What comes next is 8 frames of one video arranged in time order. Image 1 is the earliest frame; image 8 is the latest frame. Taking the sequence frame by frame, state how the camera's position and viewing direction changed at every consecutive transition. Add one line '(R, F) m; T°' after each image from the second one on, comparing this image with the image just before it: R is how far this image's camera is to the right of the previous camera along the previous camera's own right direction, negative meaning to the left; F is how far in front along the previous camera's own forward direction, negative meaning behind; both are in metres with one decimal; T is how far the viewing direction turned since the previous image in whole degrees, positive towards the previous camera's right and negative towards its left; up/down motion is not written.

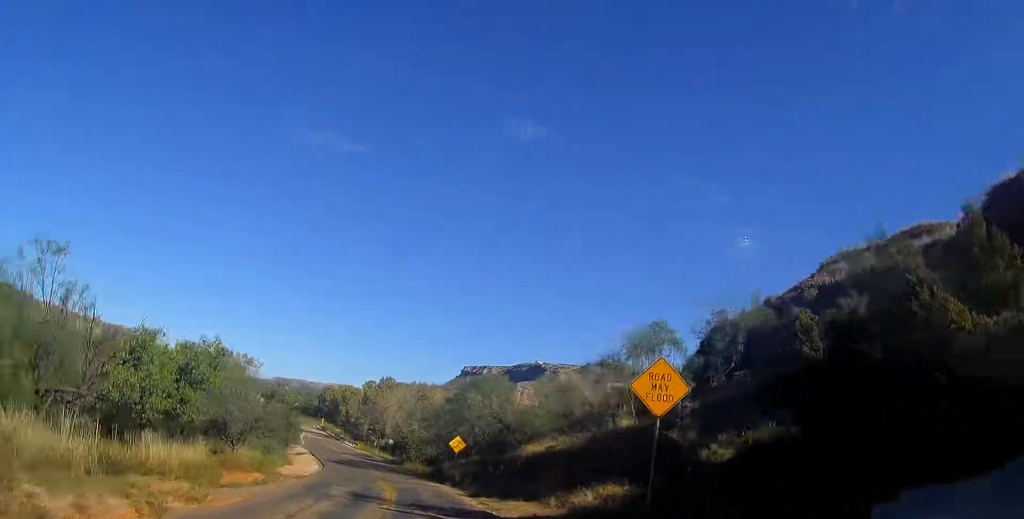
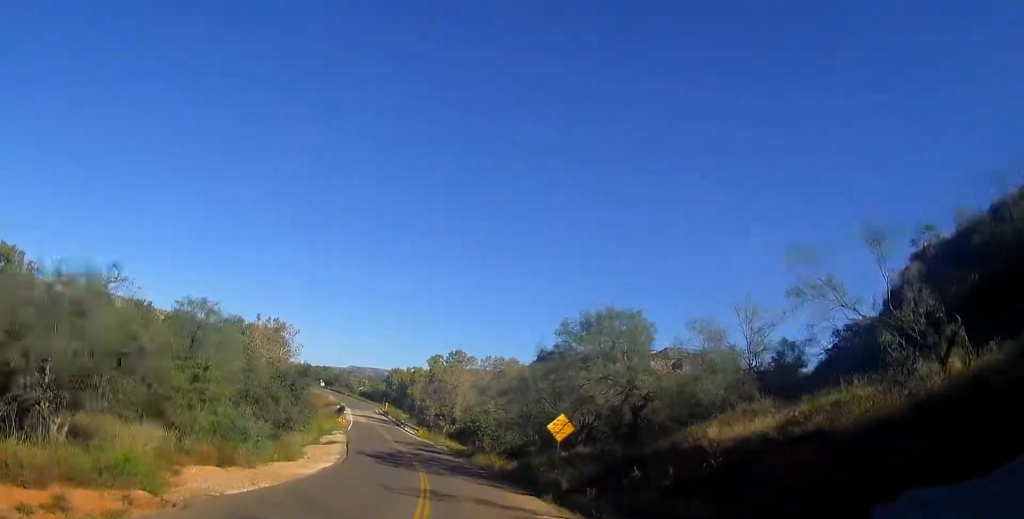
(-0.8, +18.9) m; -4°
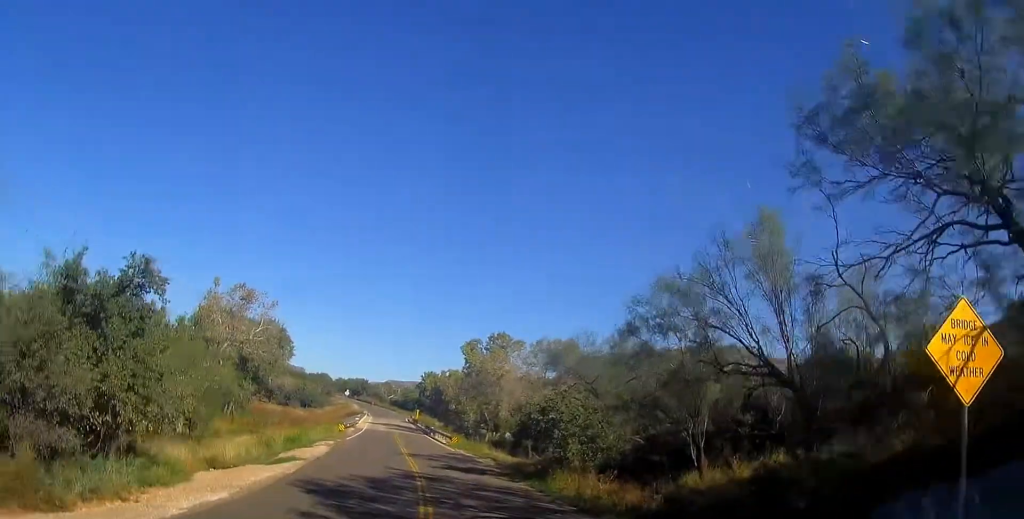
(-1.0, +21.0) m; -7°
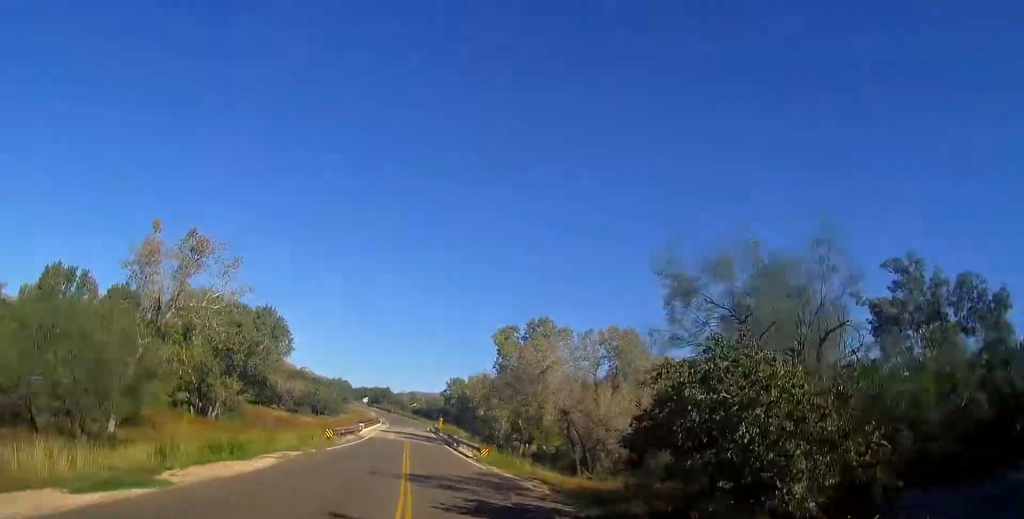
(-0.6, +14.6) m; -3°
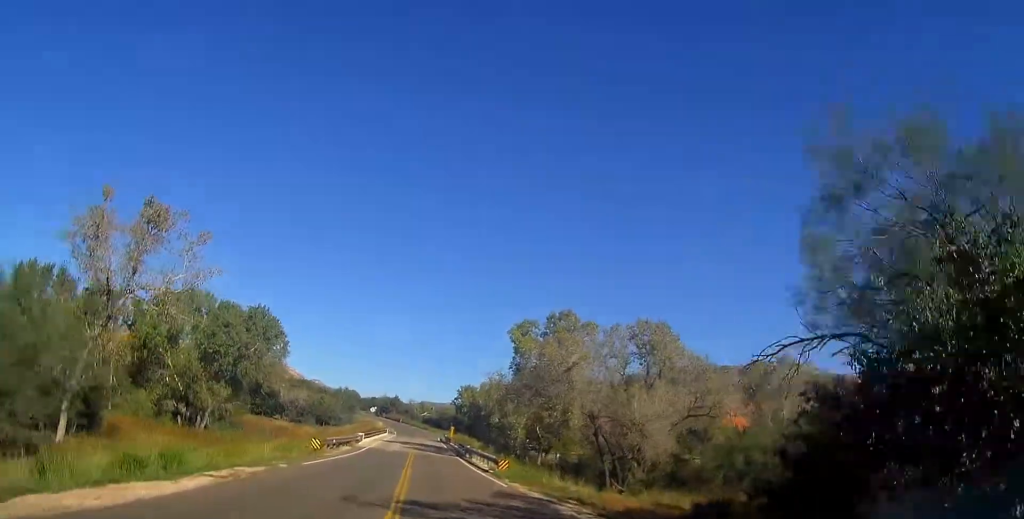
(0.0, +7.1) m; 0°
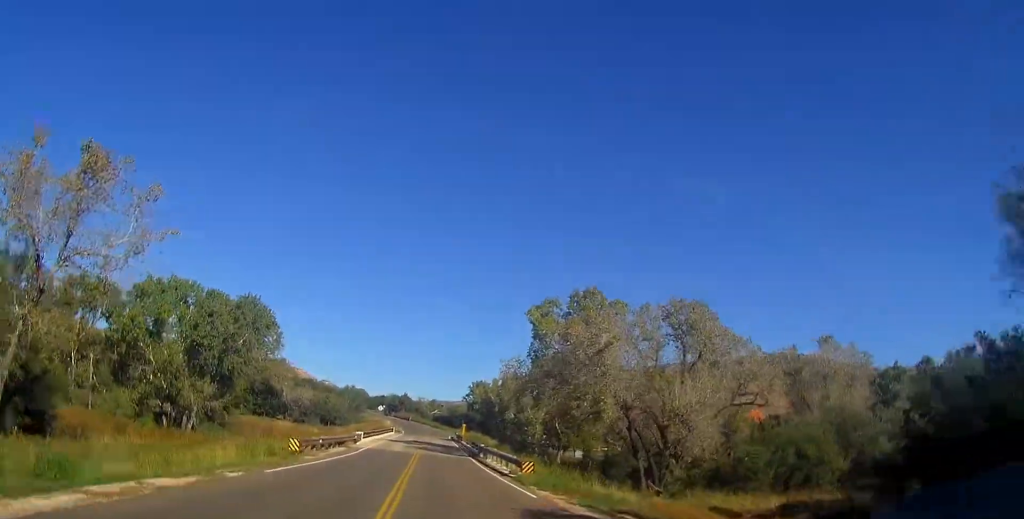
(0.0, +6.6) m; 0°
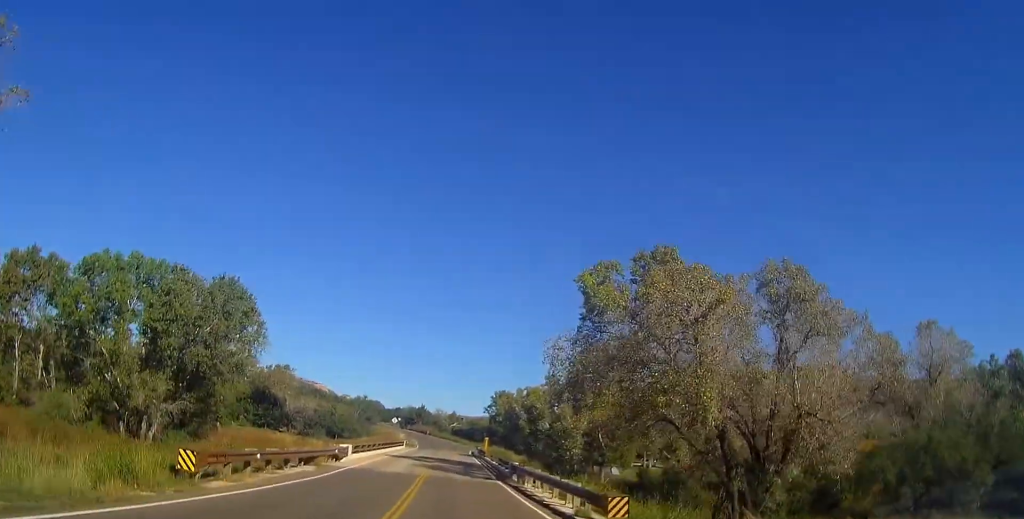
(+0.1, +12.6) m; -2°
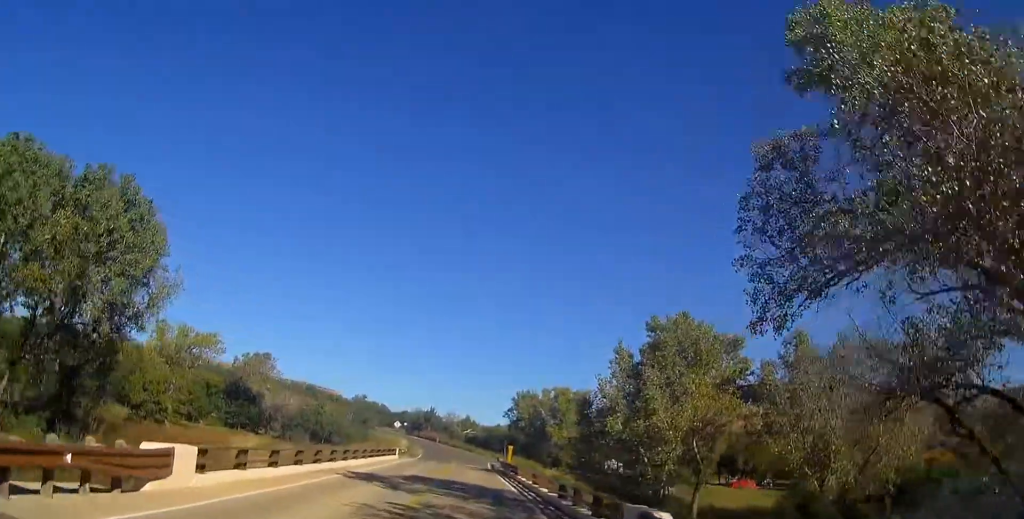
(-0.9, +20.9) m; -3°
